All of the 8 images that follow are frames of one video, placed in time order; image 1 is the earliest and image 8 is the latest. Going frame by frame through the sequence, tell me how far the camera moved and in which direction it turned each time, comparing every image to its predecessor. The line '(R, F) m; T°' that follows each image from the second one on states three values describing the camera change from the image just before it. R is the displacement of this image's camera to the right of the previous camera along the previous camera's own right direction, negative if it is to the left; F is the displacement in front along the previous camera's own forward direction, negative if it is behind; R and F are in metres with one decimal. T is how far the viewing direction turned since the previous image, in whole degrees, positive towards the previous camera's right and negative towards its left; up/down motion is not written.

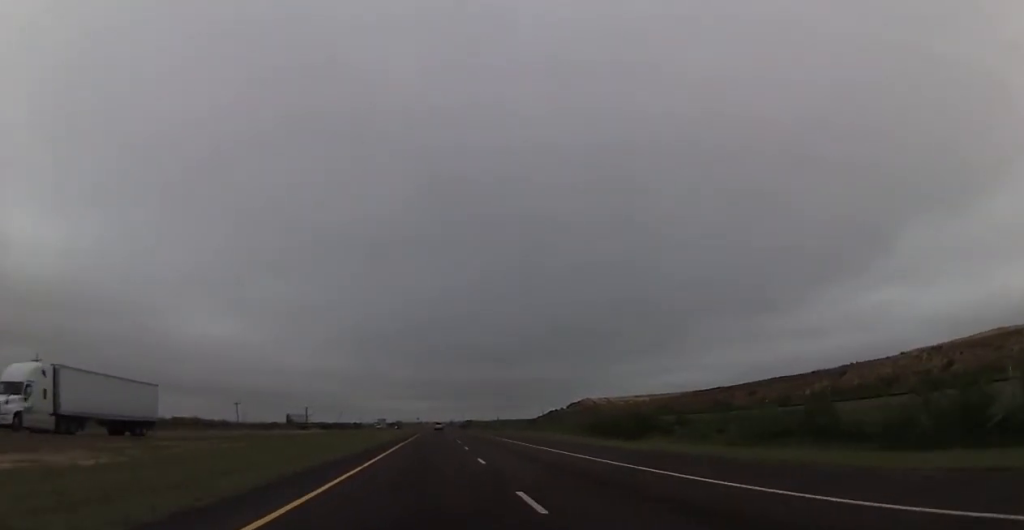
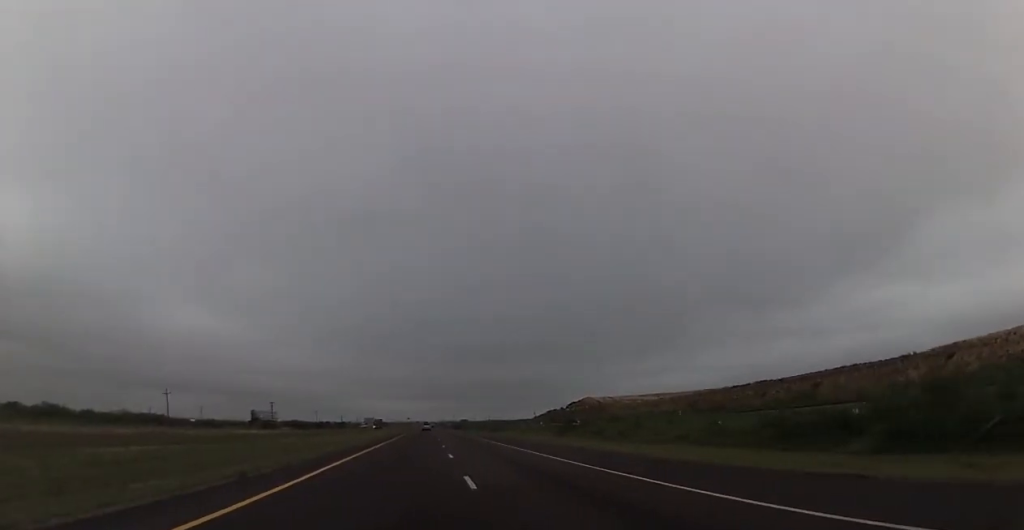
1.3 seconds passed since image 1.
(+0.5, +44.7) m; +1°
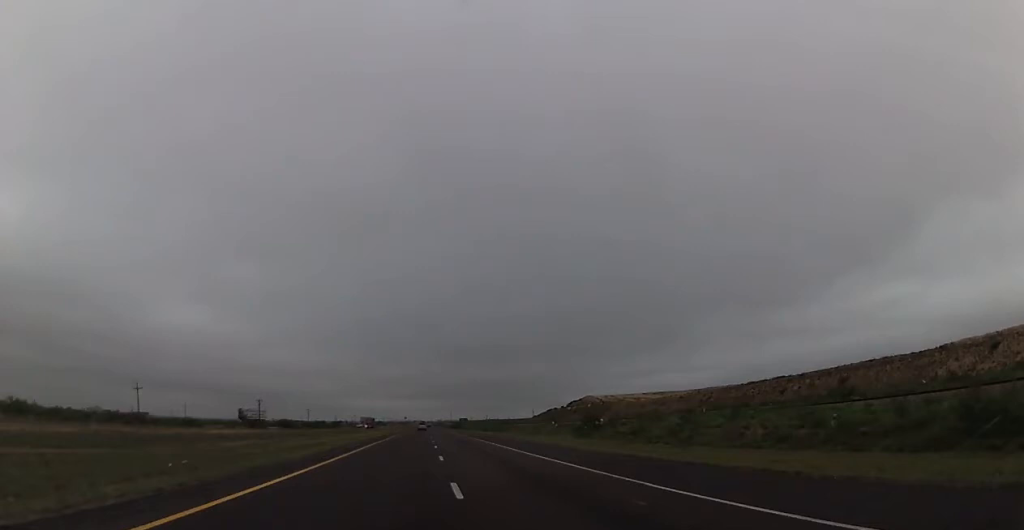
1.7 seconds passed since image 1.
(0.0, +14.1) m; 0°
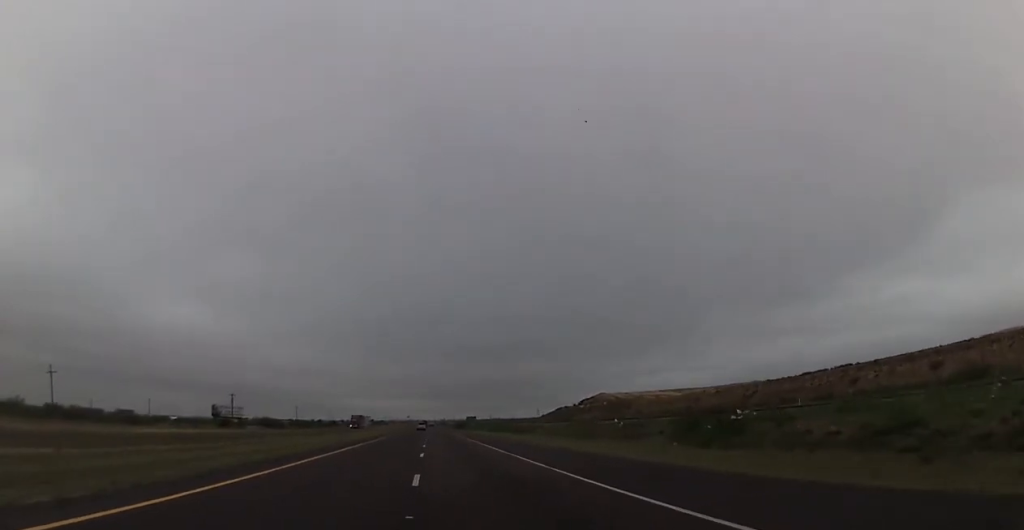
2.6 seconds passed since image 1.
(0.0, +34.2) m; 0°
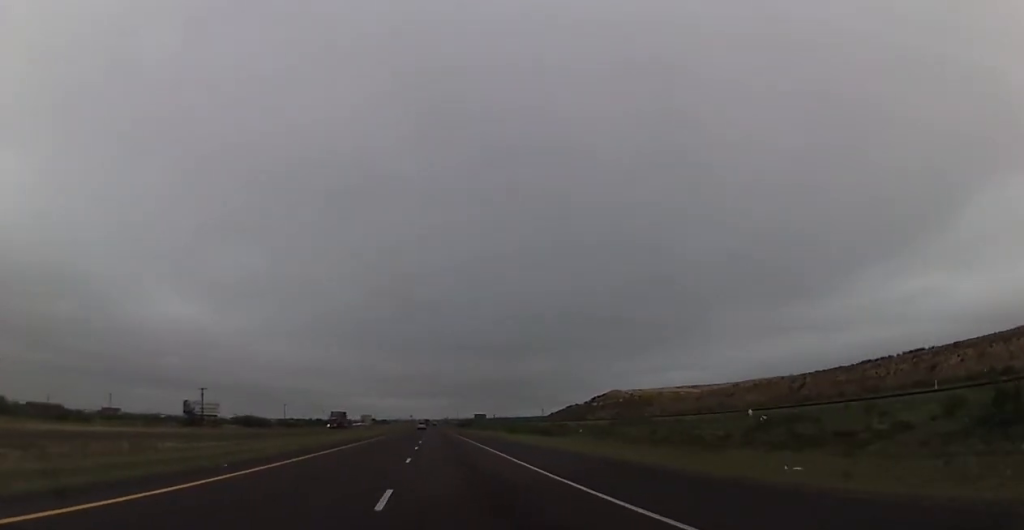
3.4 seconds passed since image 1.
(0.0, +28.3) m; 0°
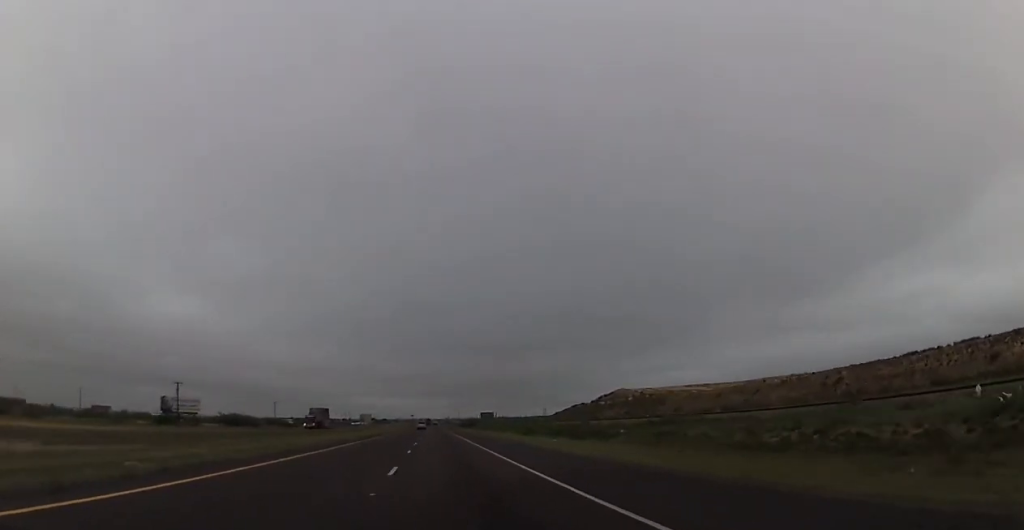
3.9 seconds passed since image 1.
(0.0, +17.7) m; 0°
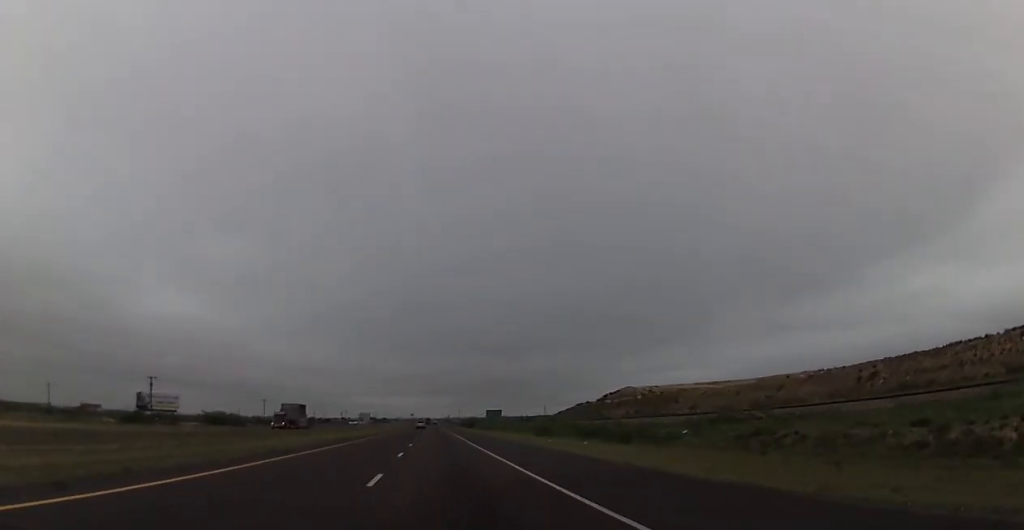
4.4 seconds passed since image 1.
(+0.1, +15.4) m; 0°
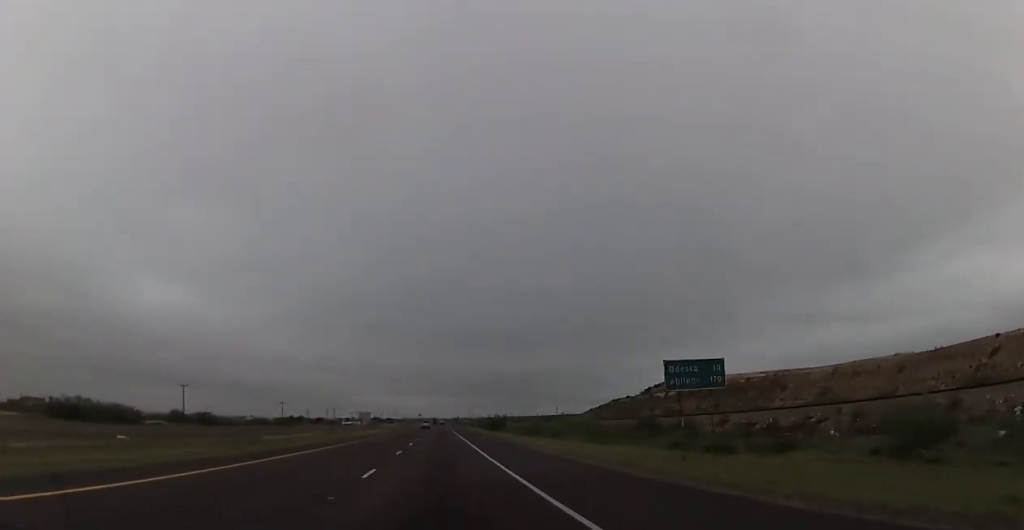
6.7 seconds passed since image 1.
(-1.1, +82.8) m; -1°
